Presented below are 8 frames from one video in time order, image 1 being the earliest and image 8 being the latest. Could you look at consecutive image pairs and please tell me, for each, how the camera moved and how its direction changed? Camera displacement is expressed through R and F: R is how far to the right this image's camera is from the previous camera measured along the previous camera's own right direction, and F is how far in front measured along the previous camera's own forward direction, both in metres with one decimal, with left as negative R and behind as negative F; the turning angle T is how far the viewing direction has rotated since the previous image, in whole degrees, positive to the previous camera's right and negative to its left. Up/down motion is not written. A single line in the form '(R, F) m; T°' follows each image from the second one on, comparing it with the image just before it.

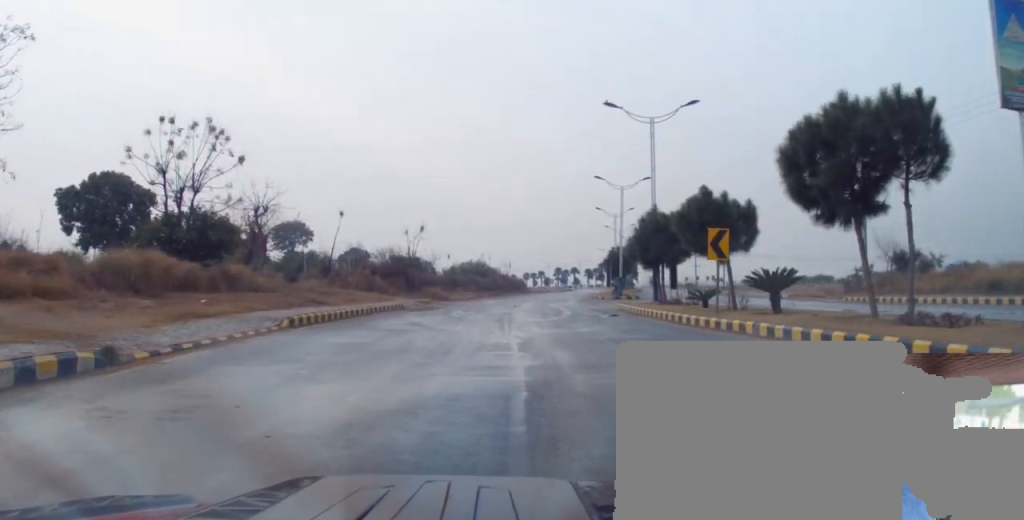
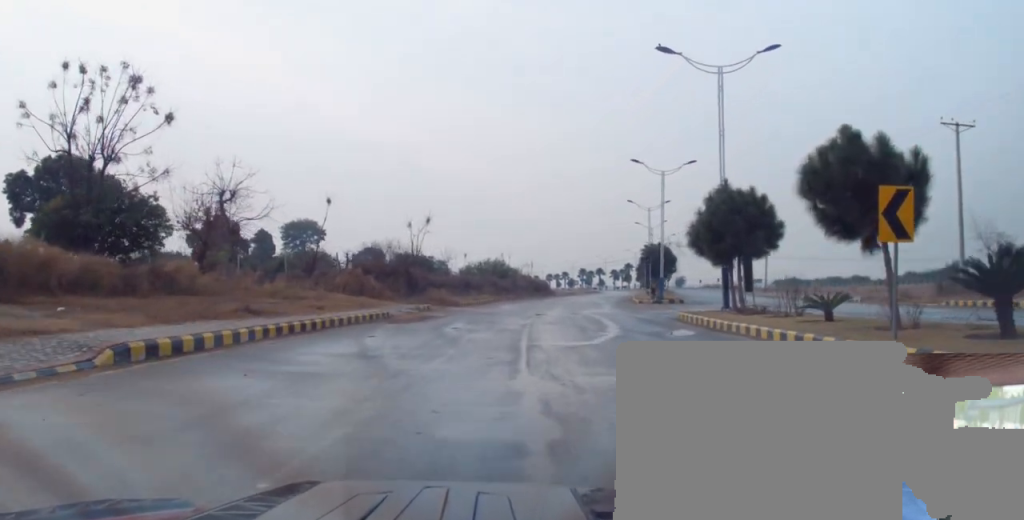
(0.0, +9.7) m; 0°
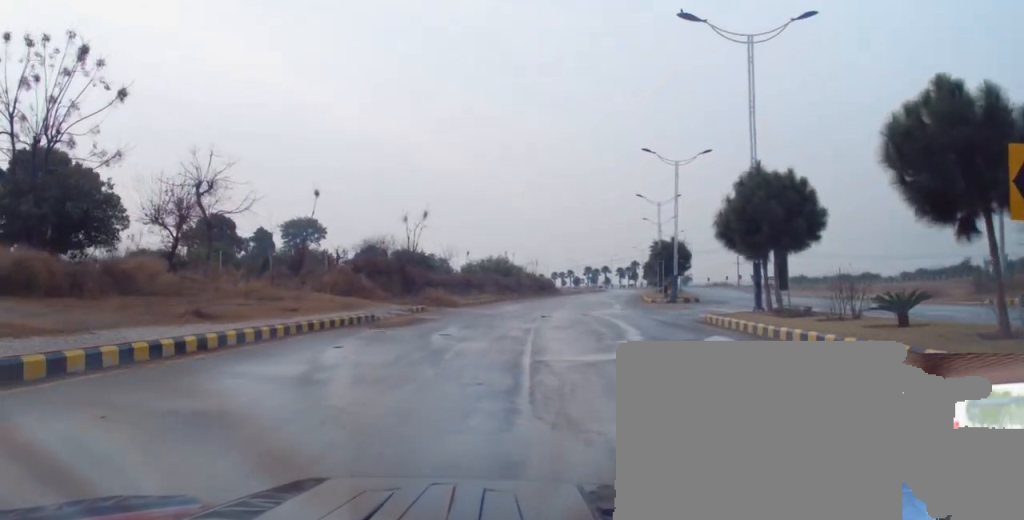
(0.0, +3.6) m; 0°
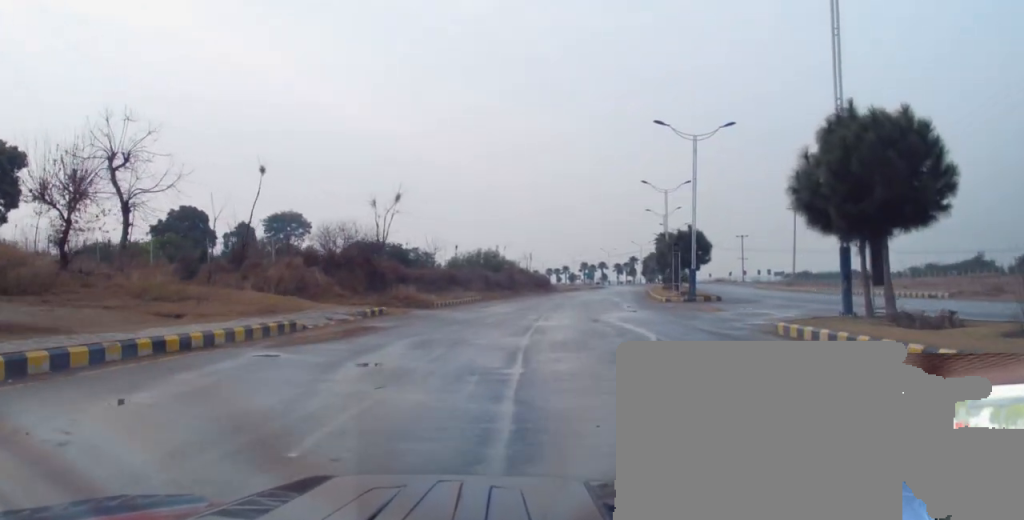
(0.0, +7.7) m; 0°
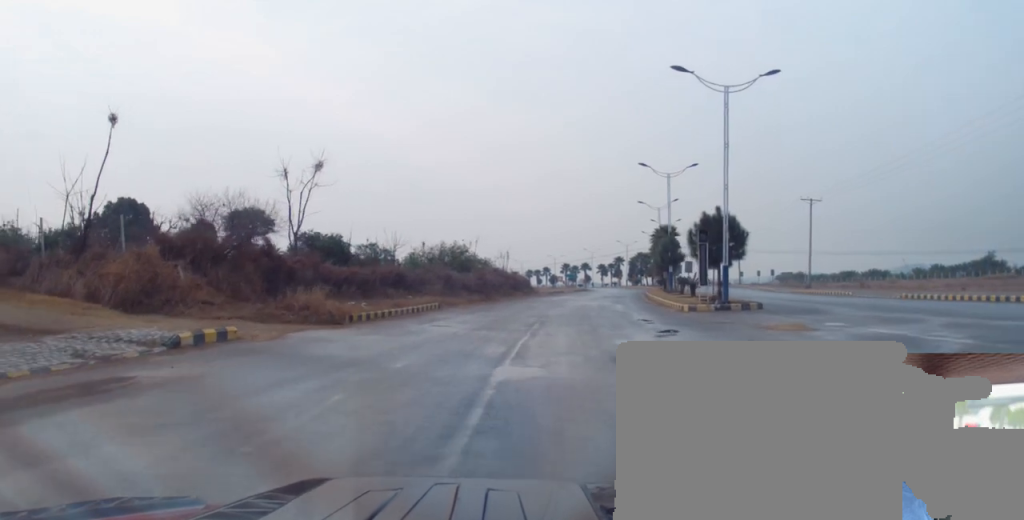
(+0.3, +12.2) m; +3°
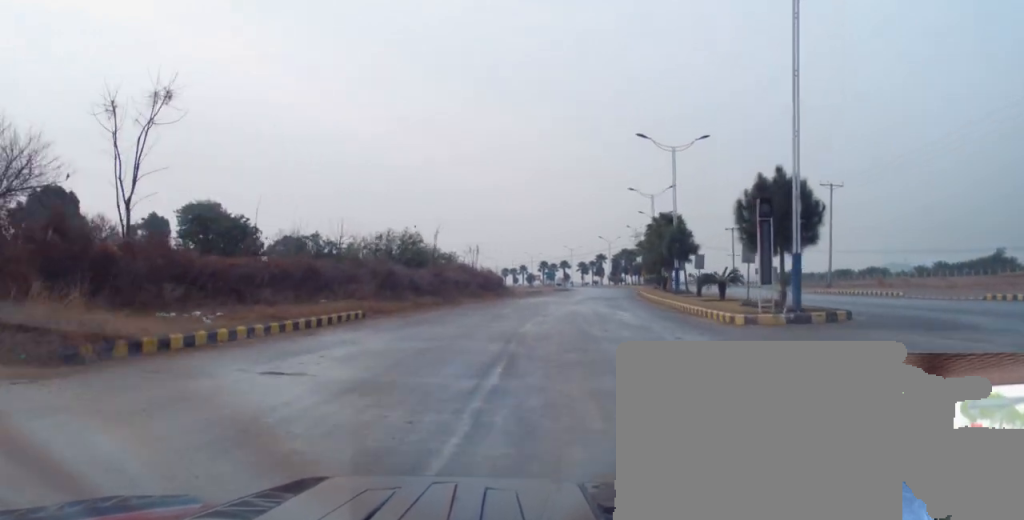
(0.0, +11.6) m; +1°
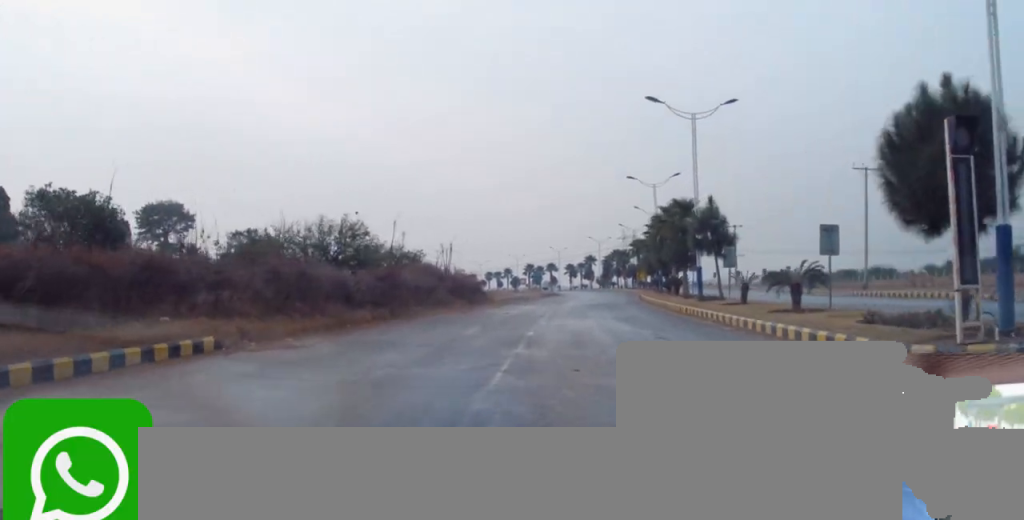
(+0.3, +10.7) m; 0°
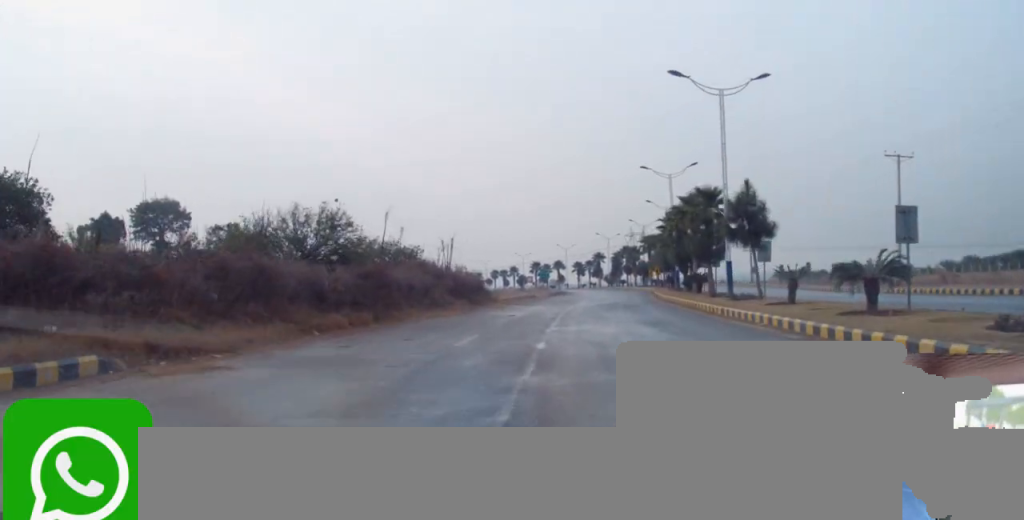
(-0.3, +4.5) m; 0°
